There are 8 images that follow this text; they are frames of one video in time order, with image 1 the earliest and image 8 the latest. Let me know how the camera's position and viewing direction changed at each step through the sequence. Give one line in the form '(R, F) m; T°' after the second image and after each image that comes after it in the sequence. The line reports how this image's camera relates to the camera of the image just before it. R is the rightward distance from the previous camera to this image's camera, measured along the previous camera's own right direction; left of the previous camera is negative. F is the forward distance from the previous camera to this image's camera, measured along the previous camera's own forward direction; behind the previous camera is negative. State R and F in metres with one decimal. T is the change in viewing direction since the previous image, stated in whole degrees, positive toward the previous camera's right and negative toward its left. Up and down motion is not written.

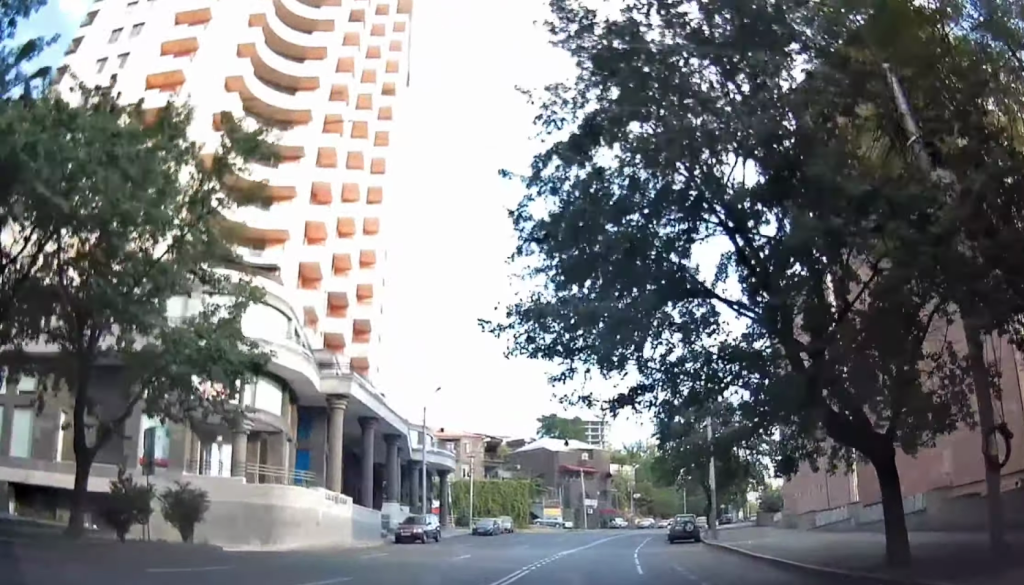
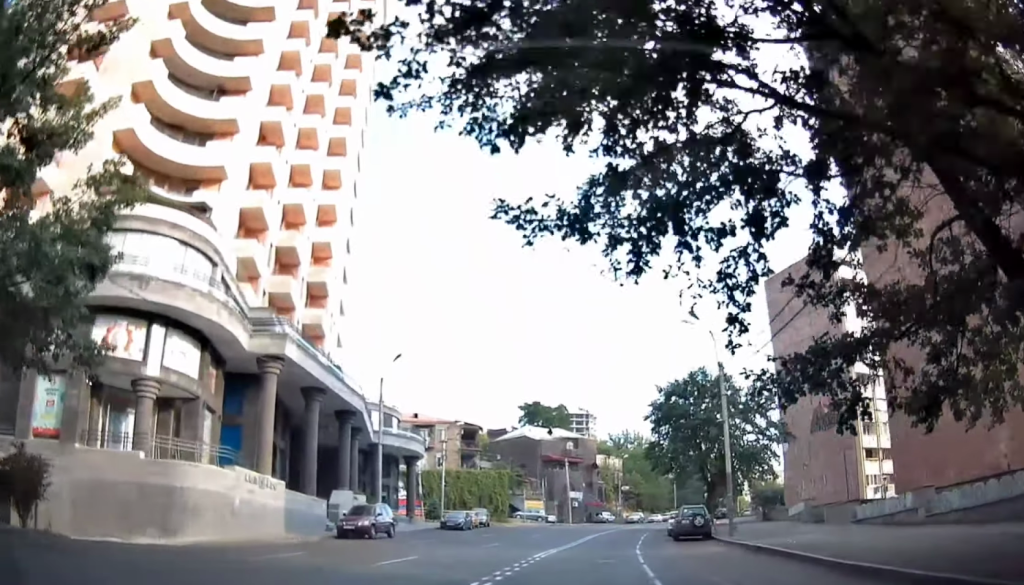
(-0.1, +7.6) m; +3°
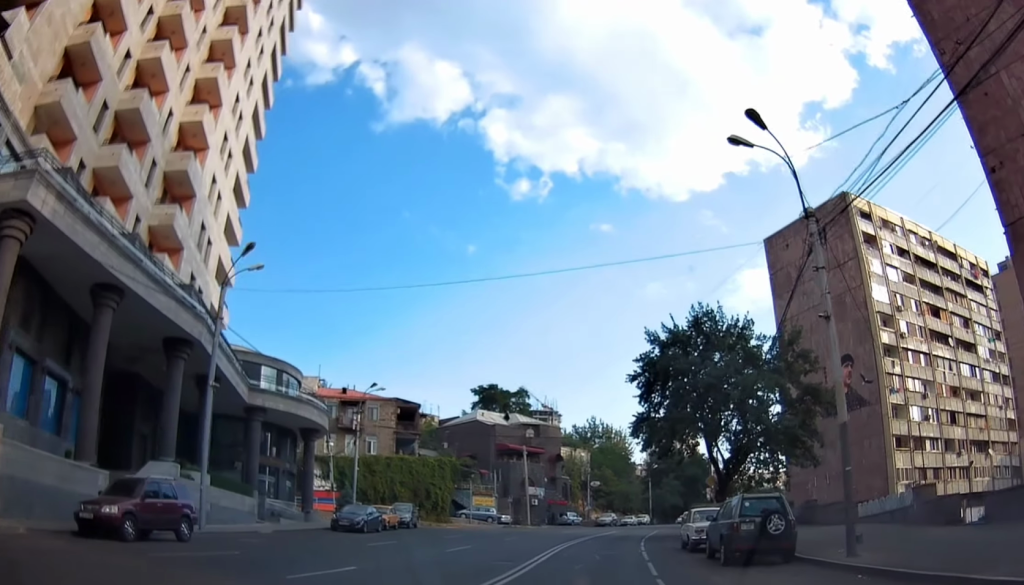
(+1.4, +16.9) m; +3°
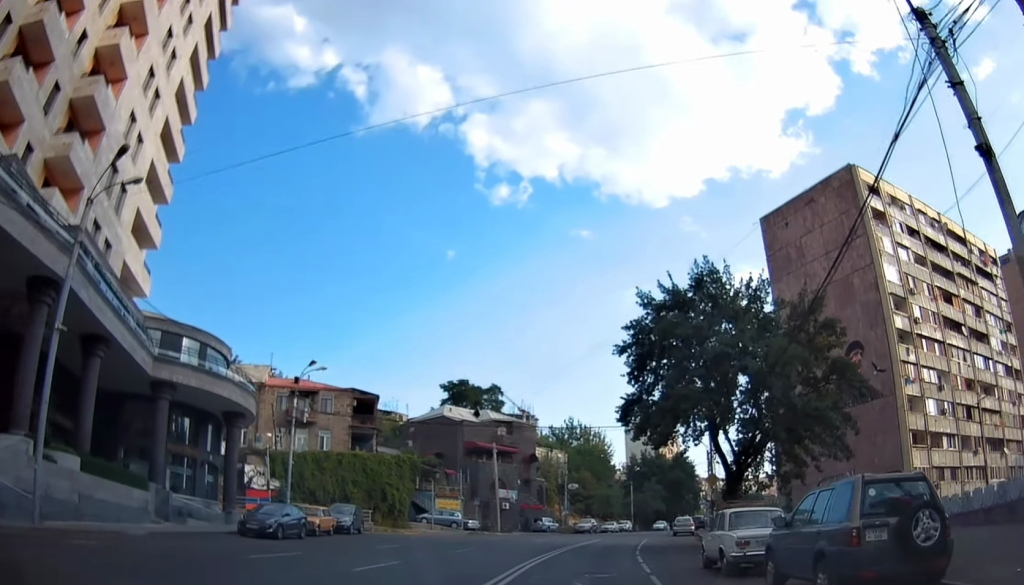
(-0.3, +8.0) m; -1°
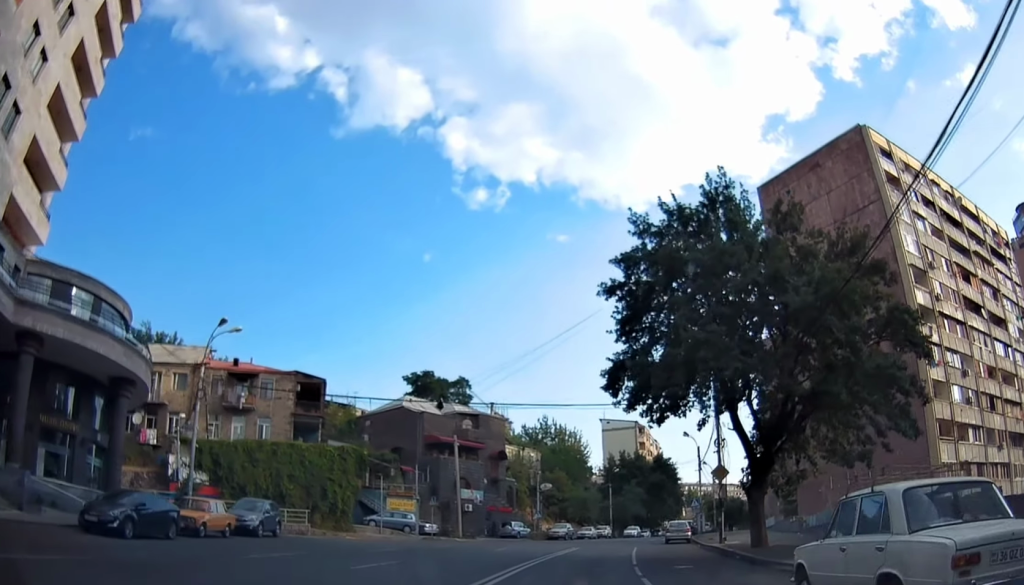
(-0.1, +8.8) m; 0°
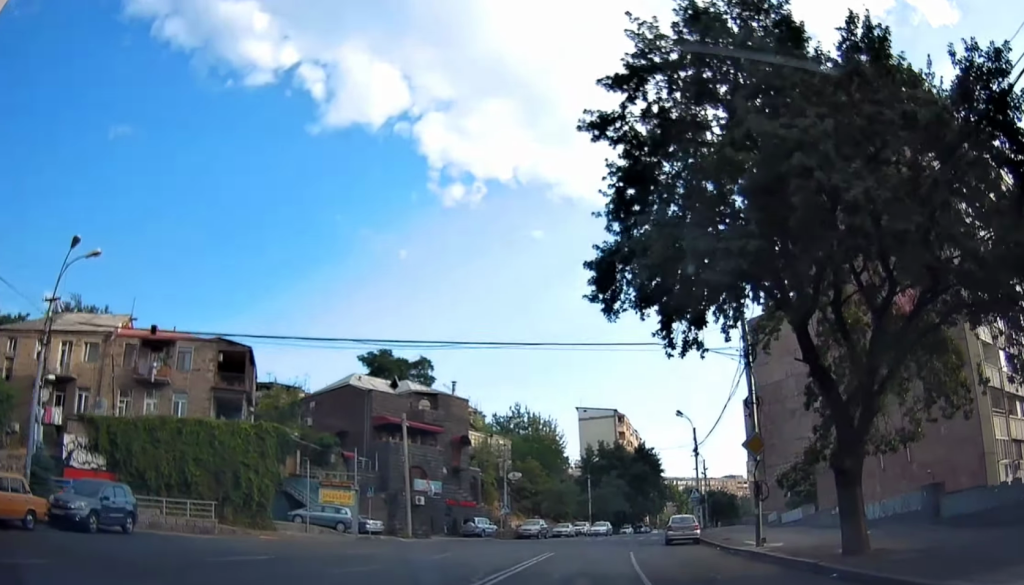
(+0.1, +10.5) m; +1°
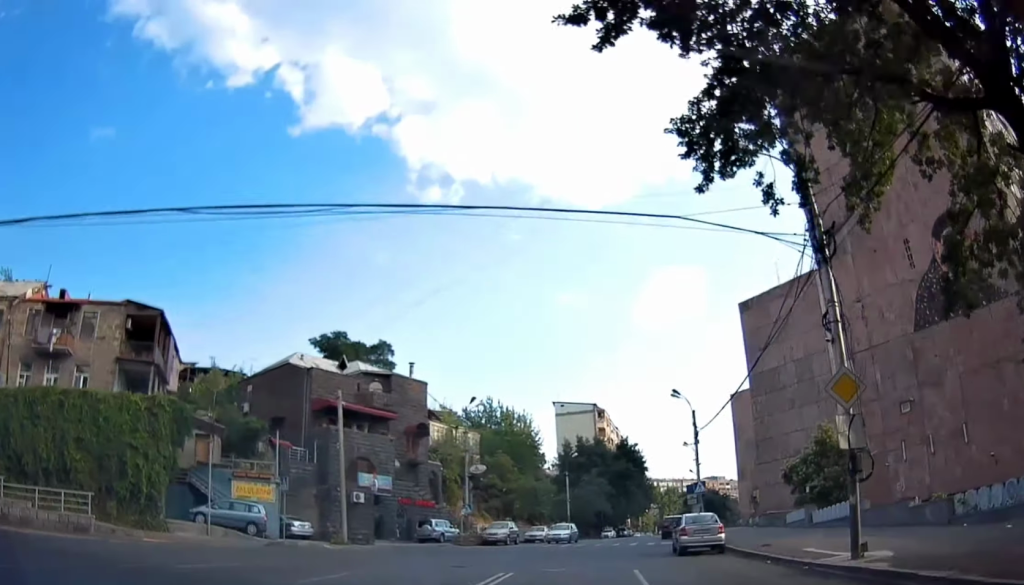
(+0.1, +9.7) m; +3°
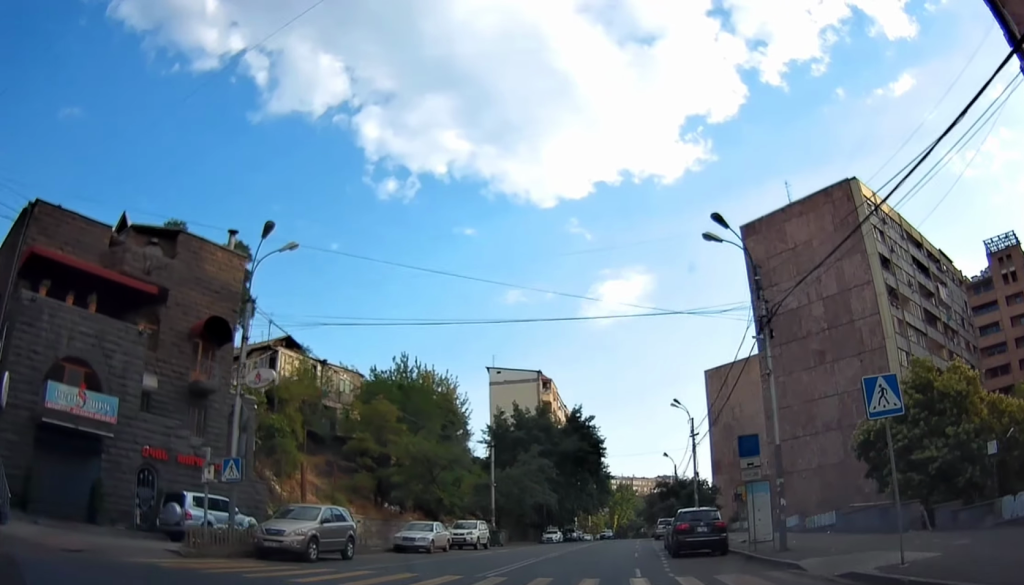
(+2.7, +27.5) m; +11°
